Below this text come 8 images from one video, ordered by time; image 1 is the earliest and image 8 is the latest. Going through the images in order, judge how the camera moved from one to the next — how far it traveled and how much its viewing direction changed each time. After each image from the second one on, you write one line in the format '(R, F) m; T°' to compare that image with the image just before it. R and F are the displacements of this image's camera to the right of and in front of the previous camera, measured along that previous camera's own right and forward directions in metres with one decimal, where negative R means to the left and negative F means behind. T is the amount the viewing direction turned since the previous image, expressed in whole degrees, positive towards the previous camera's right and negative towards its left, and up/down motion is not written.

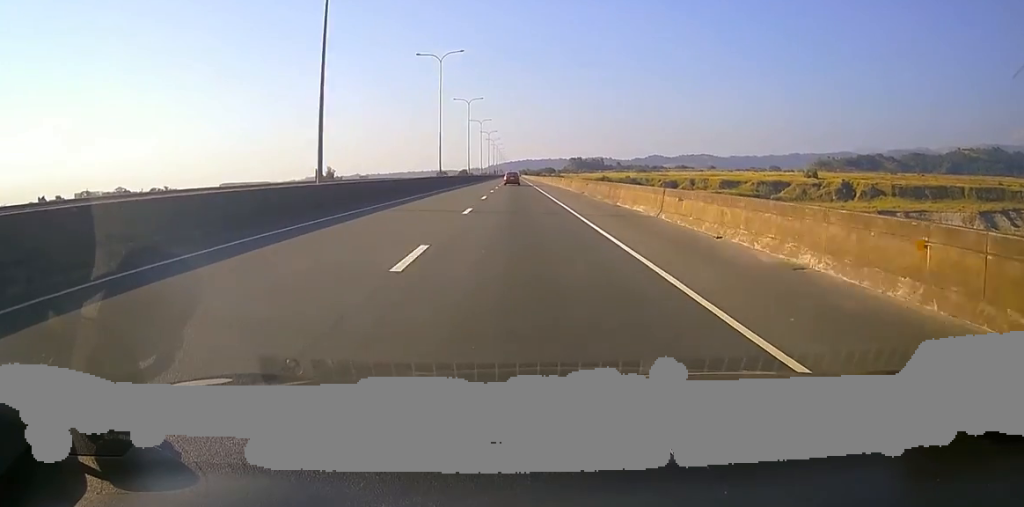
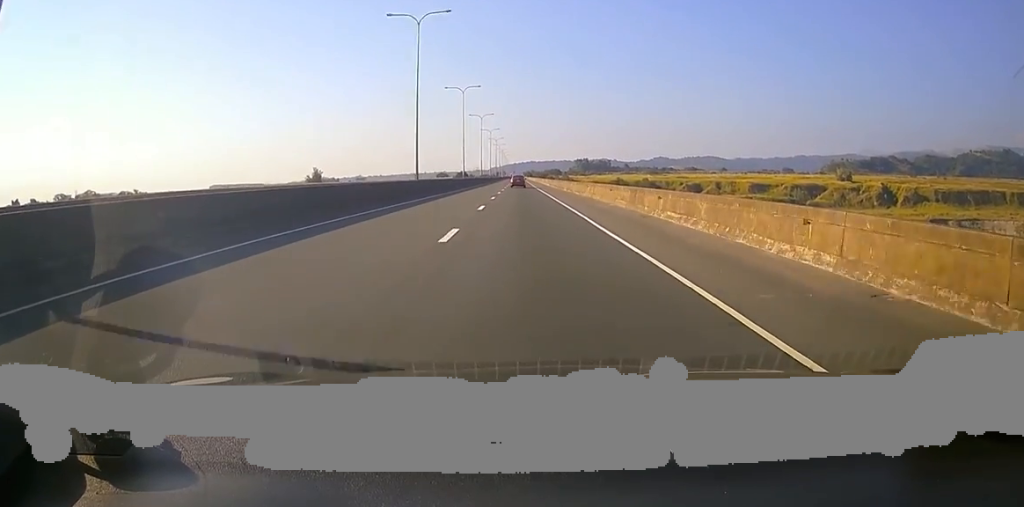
(+3.0, +55.8) m; +4°
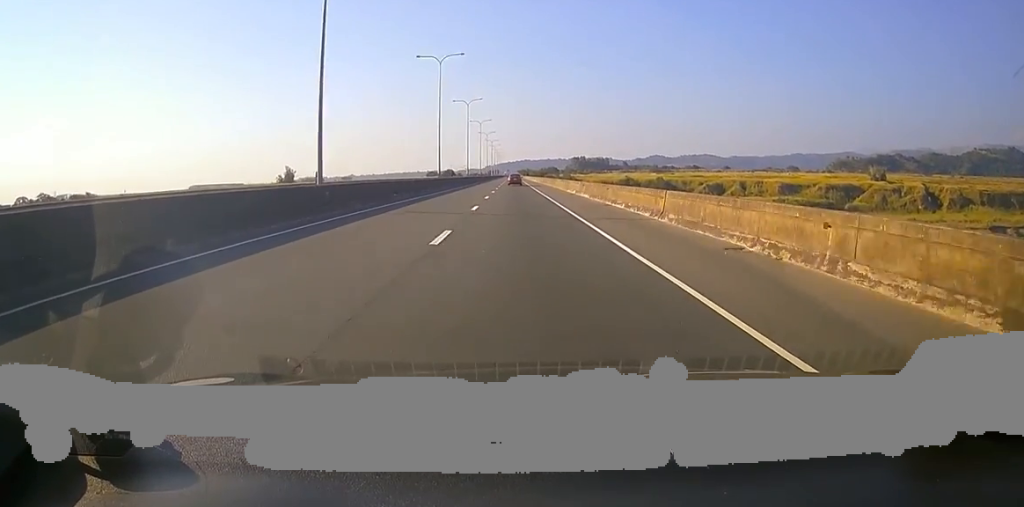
(-3.3, +60.4) m; -2°
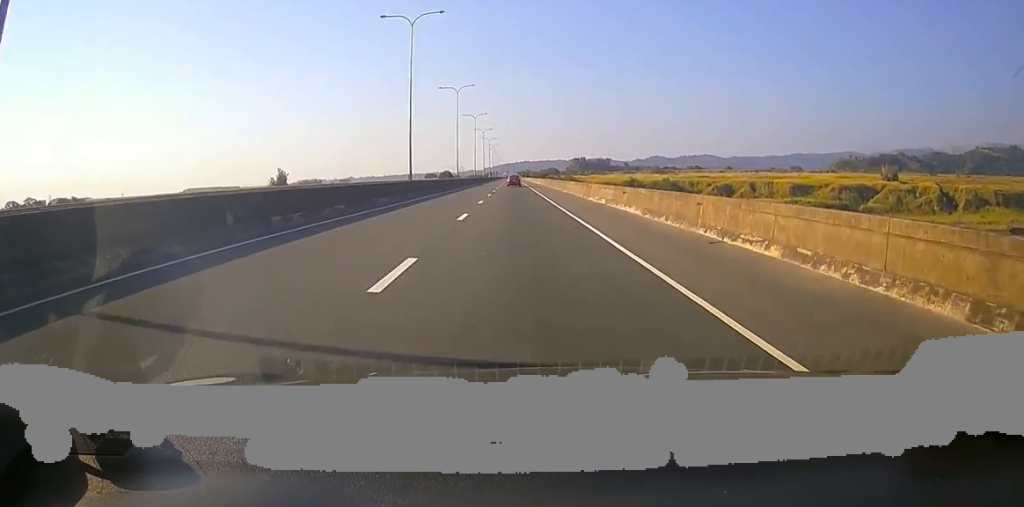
(+0.9, +17.0) m; 0°
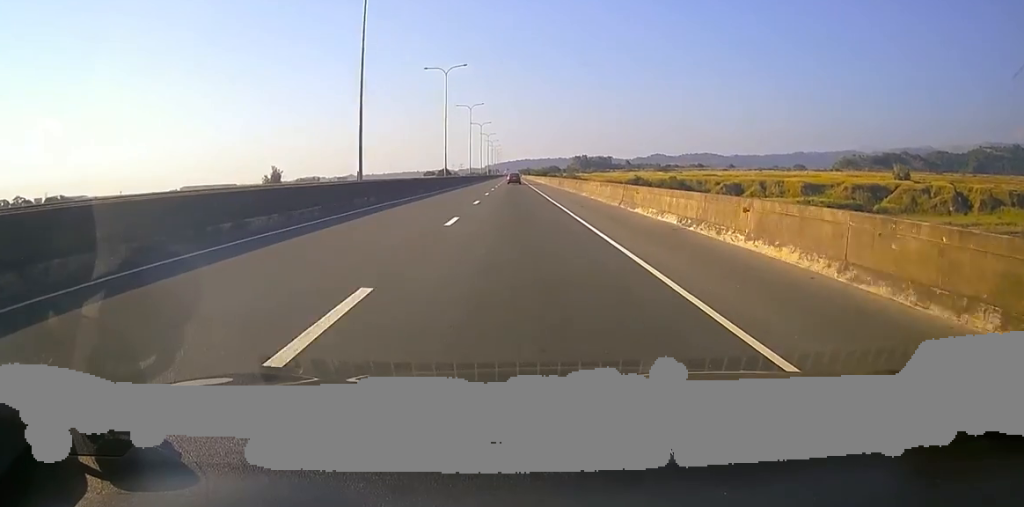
(+0.7, +15.0) m; 0°
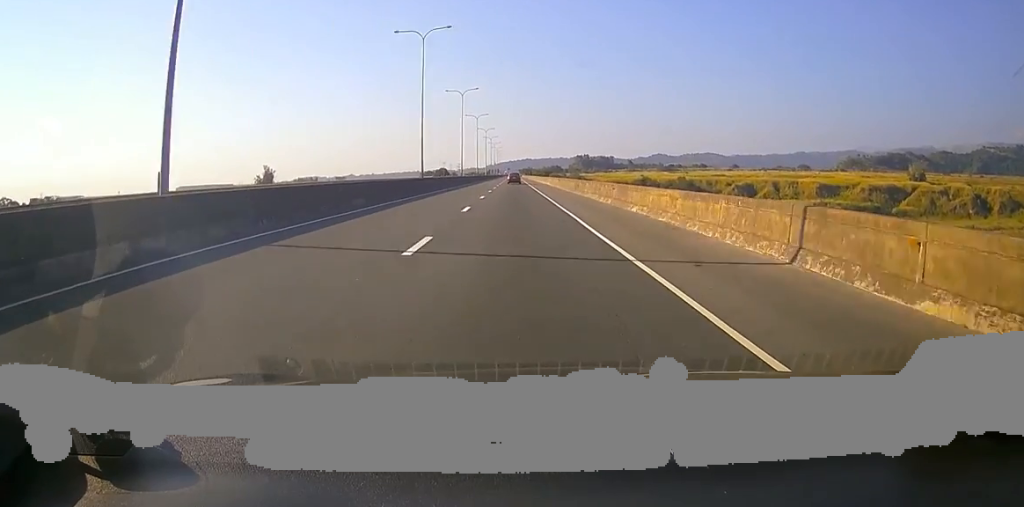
(-0.8, +18.1) m; -2°
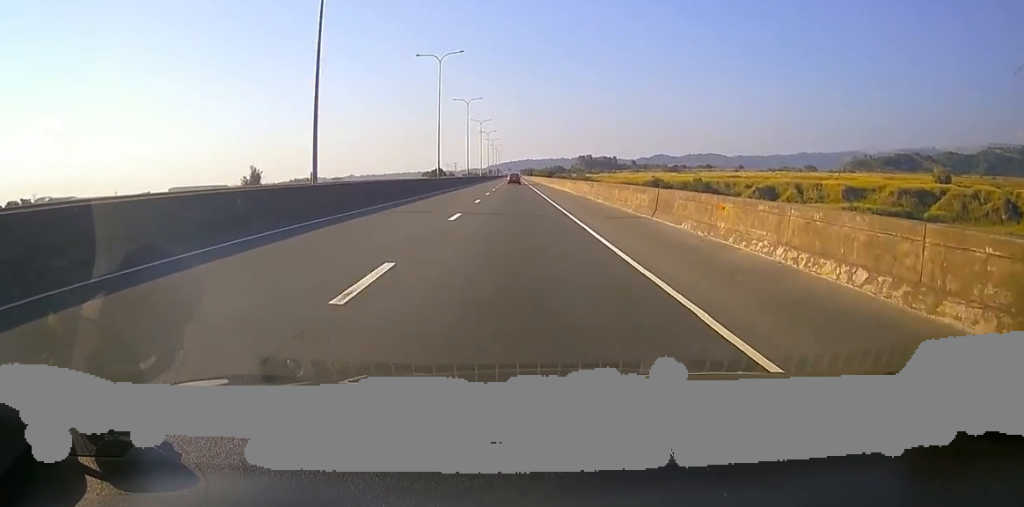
(-0.8, +28.1) m; 0°
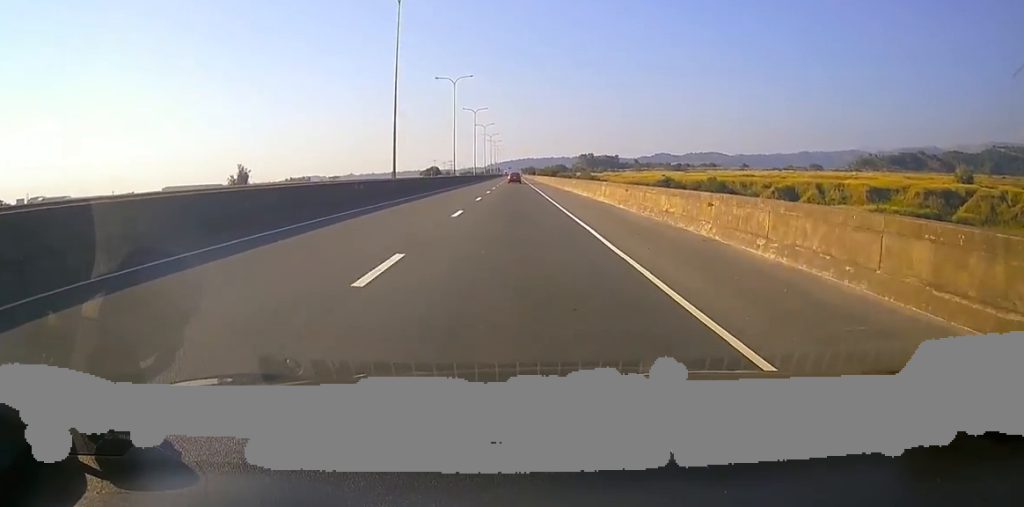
(+0.2, +22.8) m; +1°
